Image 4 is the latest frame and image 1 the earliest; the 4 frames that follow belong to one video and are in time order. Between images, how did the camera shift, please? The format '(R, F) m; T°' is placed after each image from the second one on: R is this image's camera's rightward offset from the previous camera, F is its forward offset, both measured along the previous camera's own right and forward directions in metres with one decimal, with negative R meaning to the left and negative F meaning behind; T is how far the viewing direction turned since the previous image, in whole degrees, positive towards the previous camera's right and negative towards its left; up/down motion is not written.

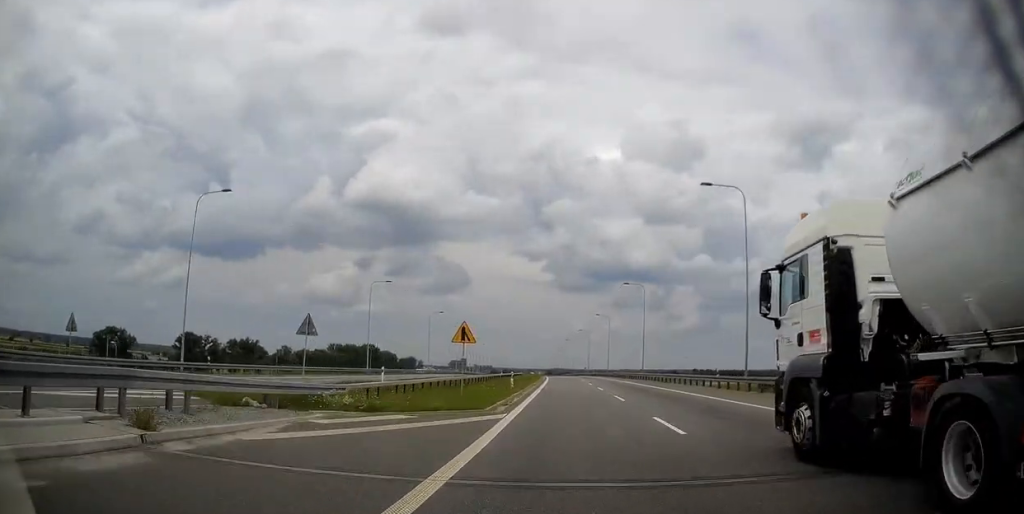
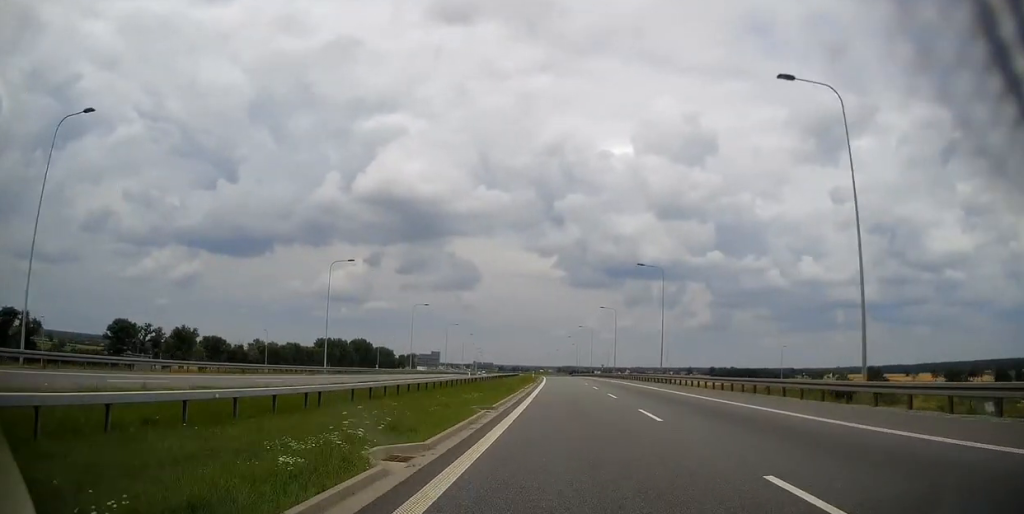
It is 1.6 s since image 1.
(-0.5, +56.9) m; -1°
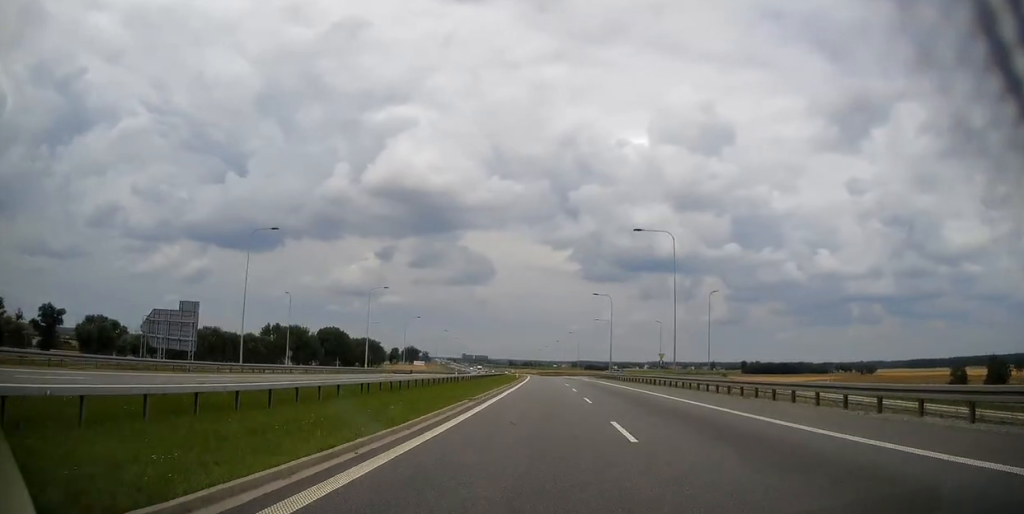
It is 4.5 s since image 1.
(-1.0, +100.5) m; -1°
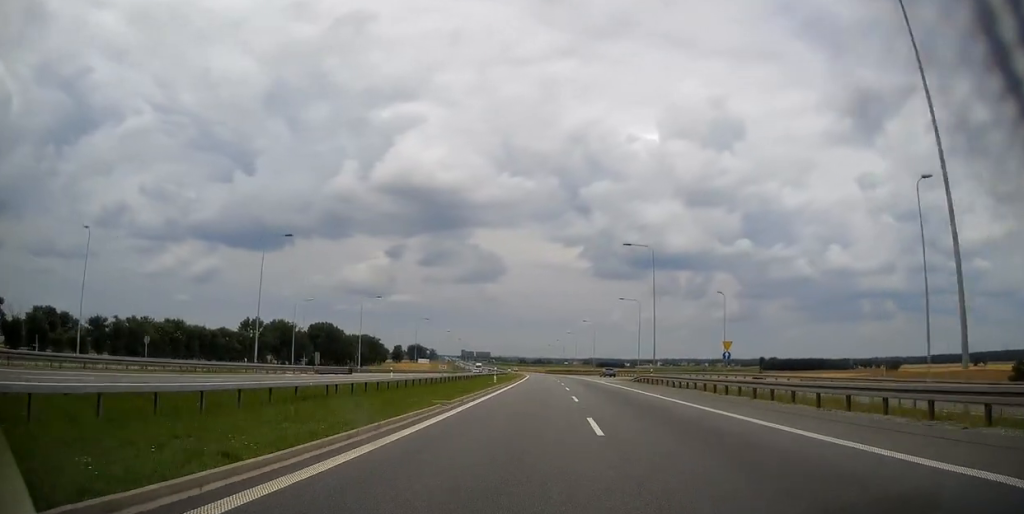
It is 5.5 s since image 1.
(-0.2, +35.1) m; -1°
